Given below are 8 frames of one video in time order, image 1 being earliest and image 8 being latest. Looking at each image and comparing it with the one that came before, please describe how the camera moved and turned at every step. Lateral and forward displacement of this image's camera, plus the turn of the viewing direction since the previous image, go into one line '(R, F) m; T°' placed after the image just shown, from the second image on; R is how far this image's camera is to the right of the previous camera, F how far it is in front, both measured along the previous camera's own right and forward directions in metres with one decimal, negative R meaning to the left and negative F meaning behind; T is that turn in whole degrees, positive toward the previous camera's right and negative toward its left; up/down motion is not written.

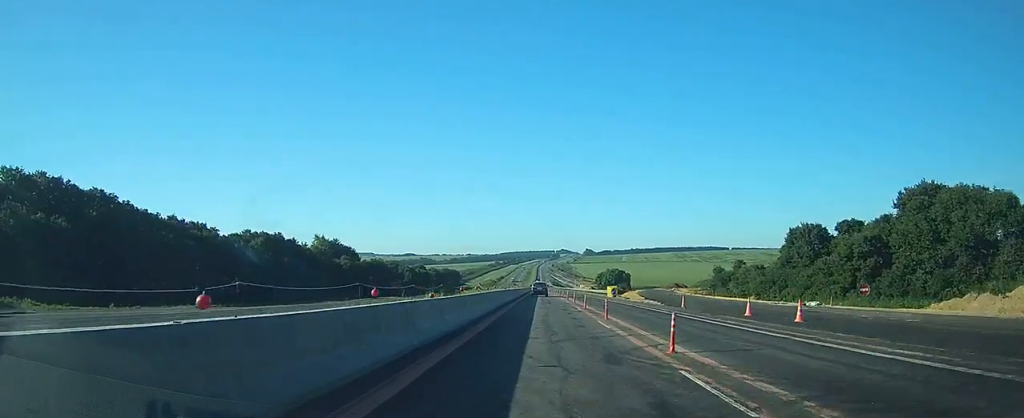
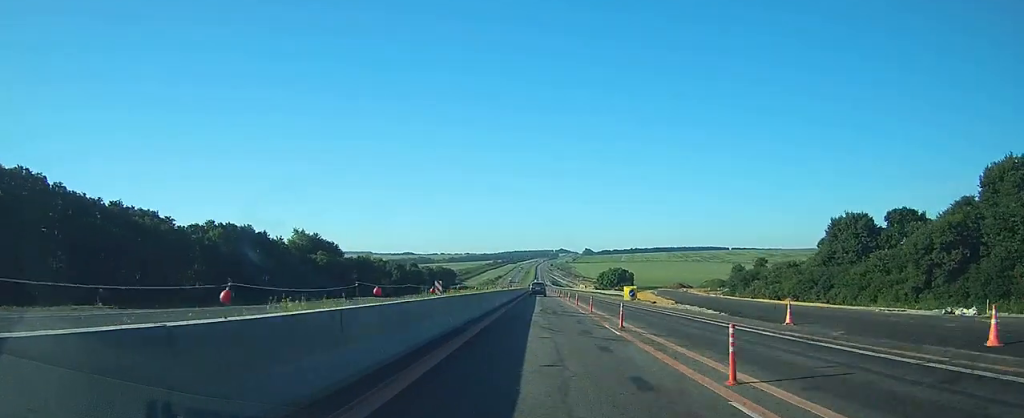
(+0.1, +14.2) m; 0°
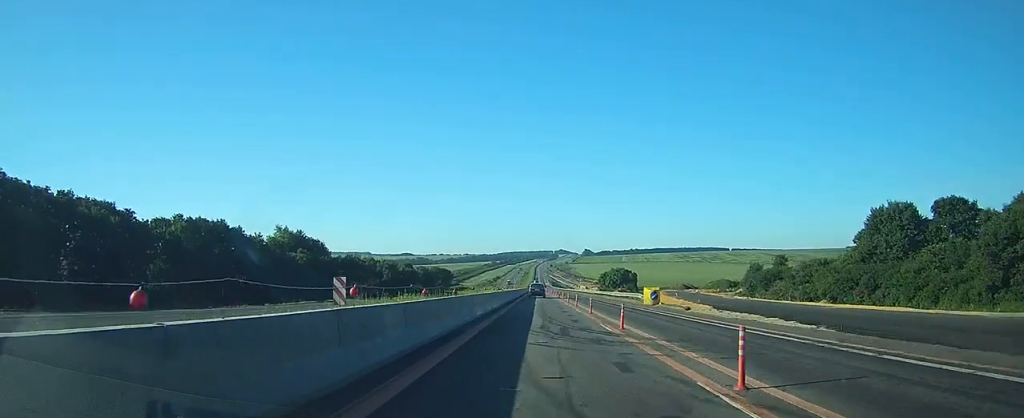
(0.0, +10.5) m; 0°
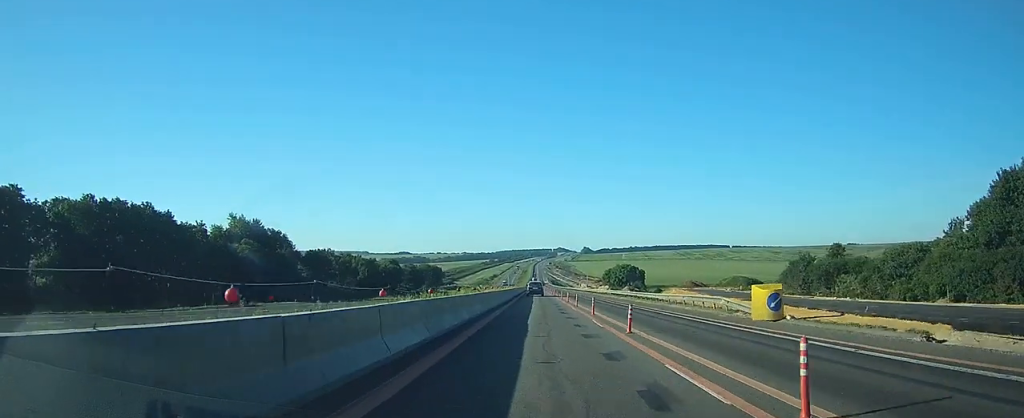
(0.0, +22.5) m; 0°
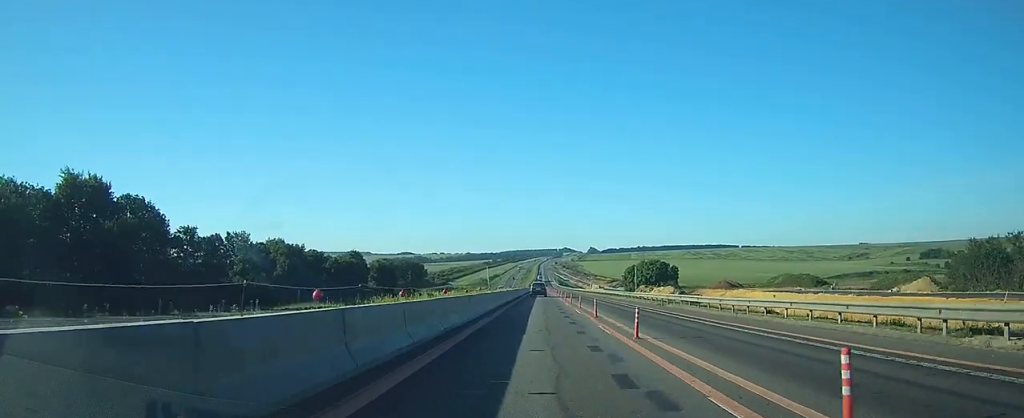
(+0.1, +50.4) m; 0°
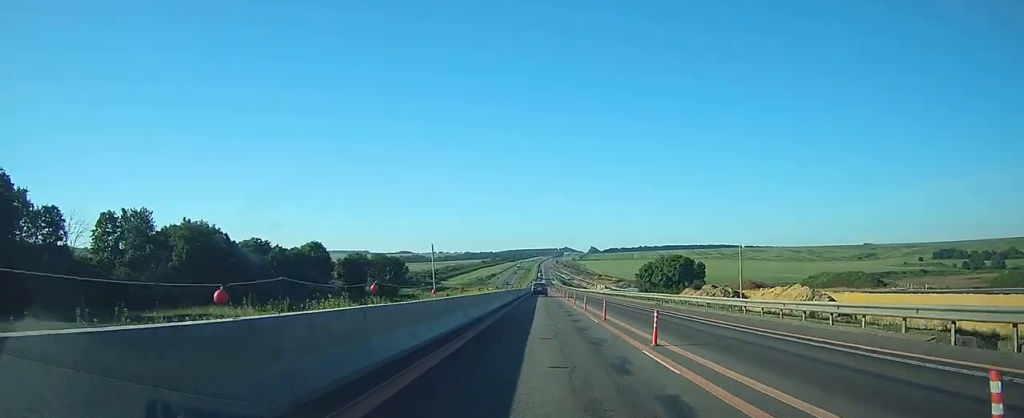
(-0.2, +31.0) m; -1°
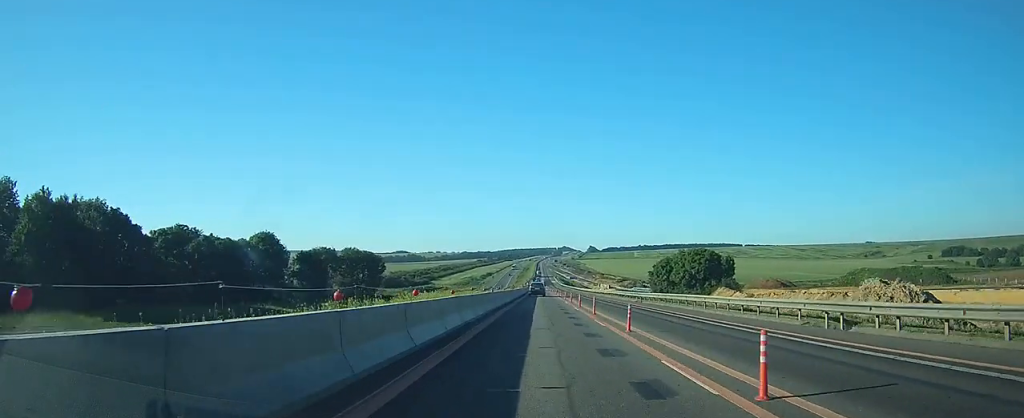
(0.0, +25.9) m; 0°
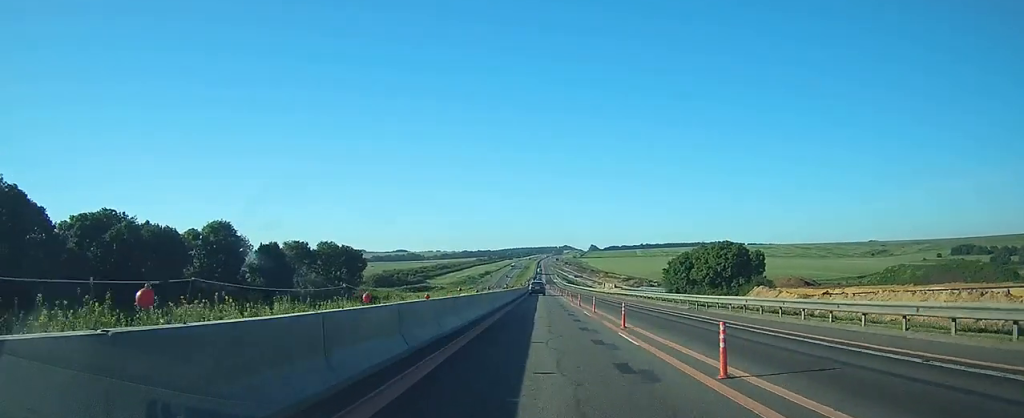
(0.0, +18.3) m; 0°
